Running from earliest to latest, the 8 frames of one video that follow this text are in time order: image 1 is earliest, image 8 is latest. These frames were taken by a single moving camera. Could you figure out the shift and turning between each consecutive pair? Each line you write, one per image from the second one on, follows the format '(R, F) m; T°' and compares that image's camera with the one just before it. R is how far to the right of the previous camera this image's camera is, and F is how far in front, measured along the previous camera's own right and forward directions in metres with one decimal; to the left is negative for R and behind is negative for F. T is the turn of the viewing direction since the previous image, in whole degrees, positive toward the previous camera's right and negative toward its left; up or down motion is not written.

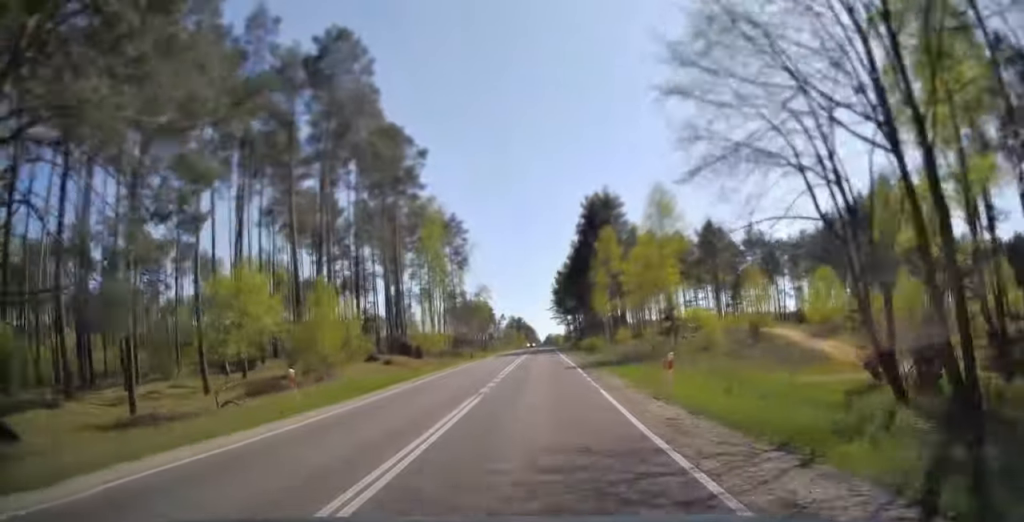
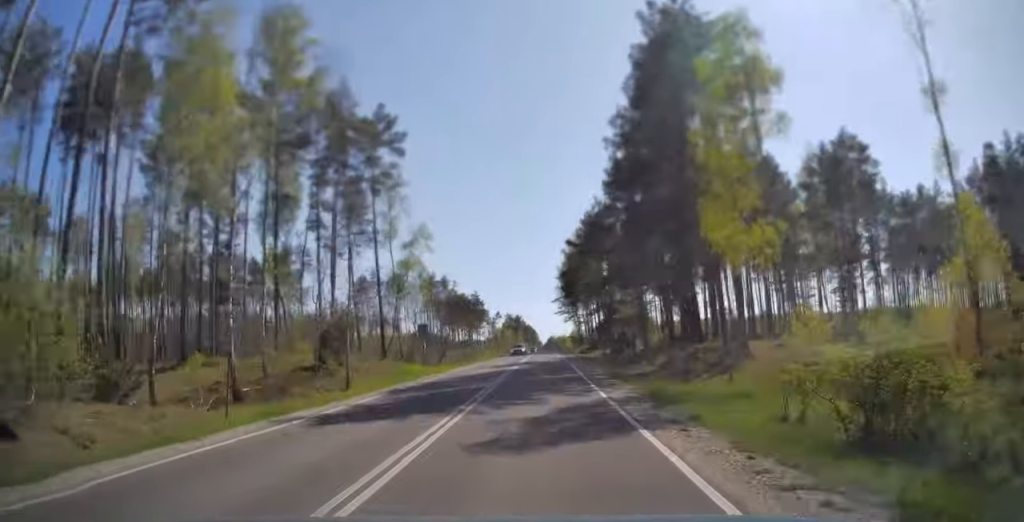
(+0.1, +43.4) m; 0°
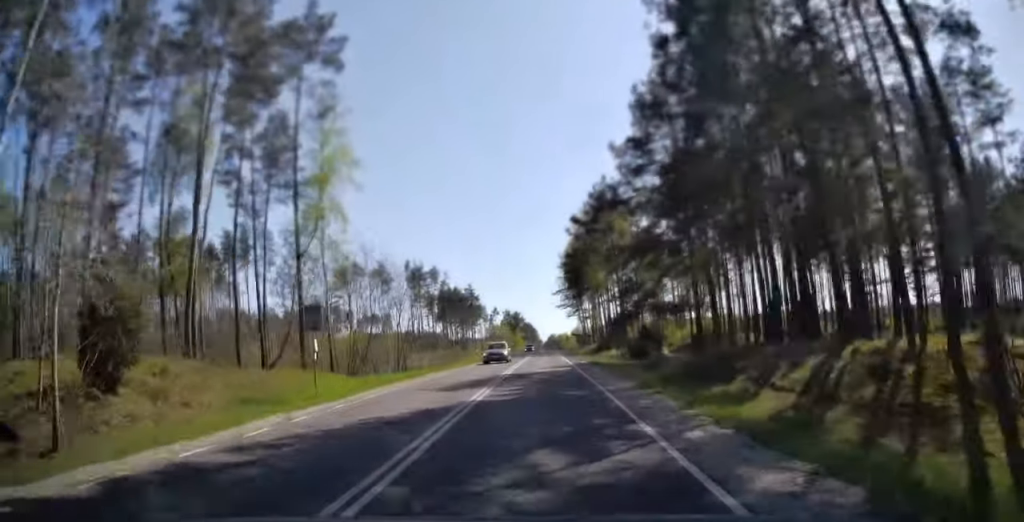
(0.0, +16.4) m; 0°
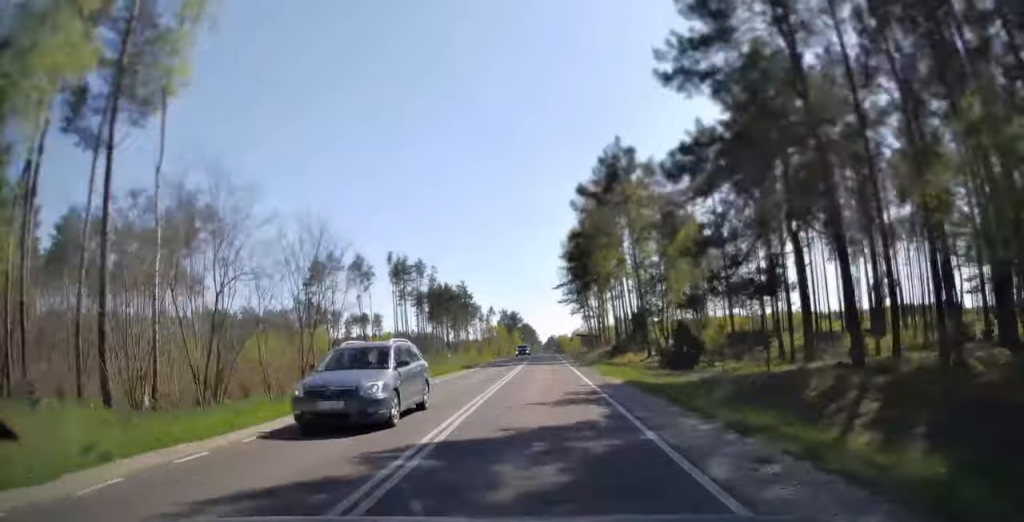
(0.0, +15.9) m; 0°
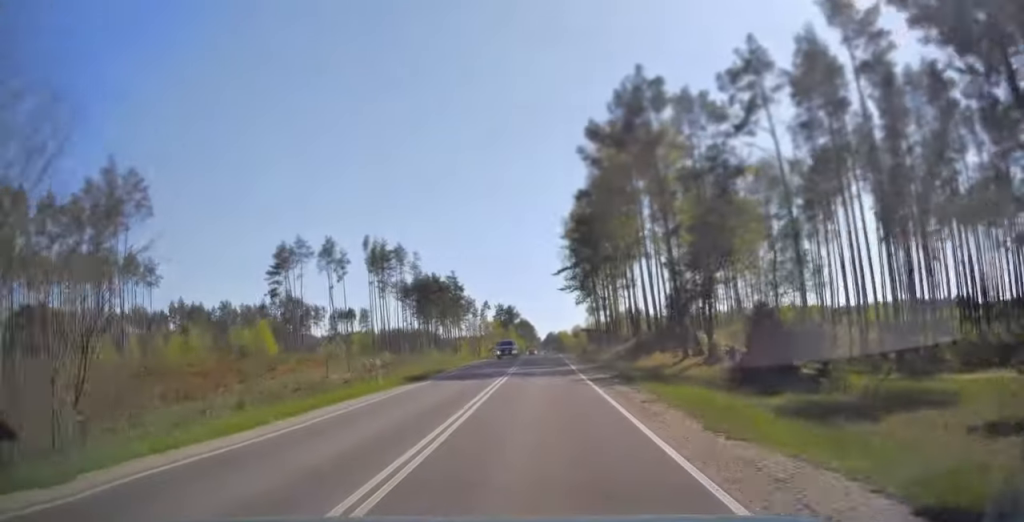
(0.0, +16.4) m; 0°
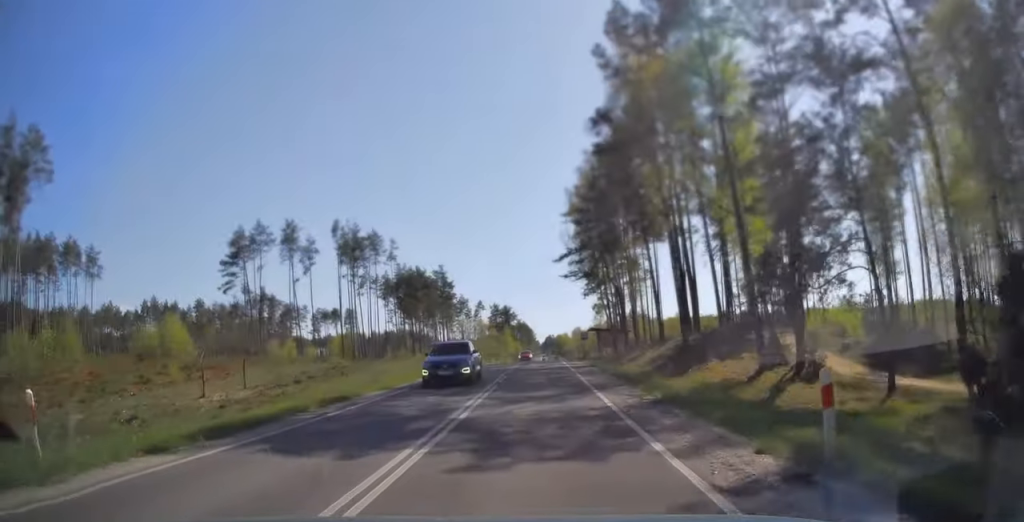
(-0.1, +16.5) m; 0°
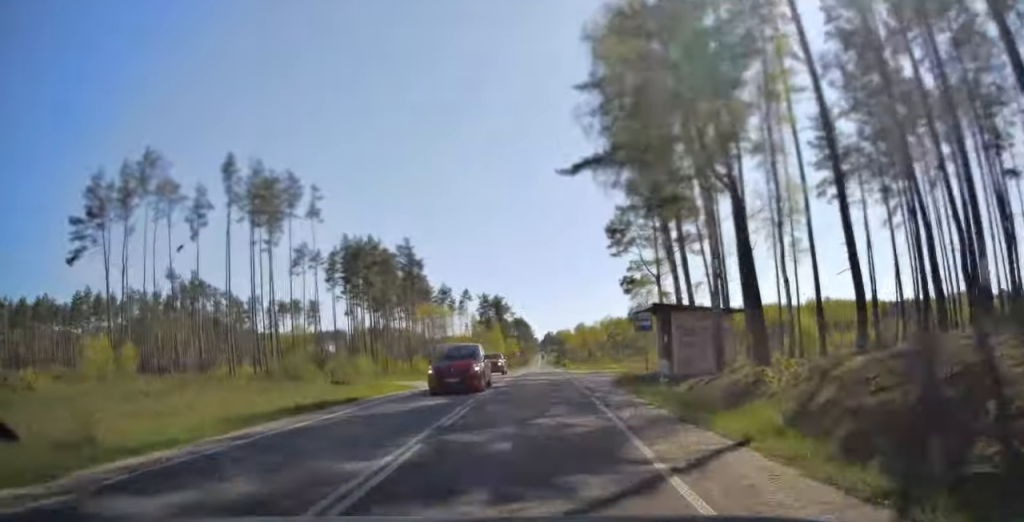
(+0.1, +34.7) m; 0°
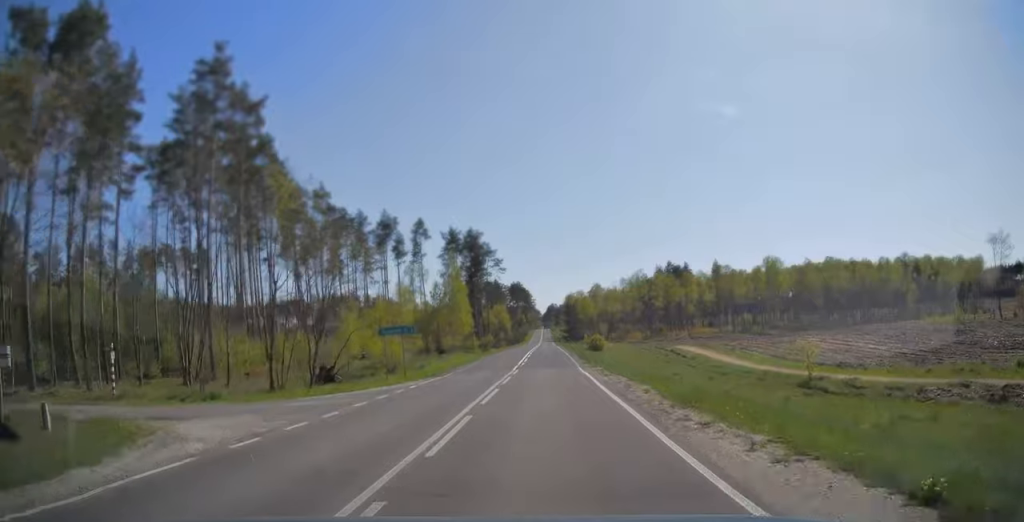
(0.0, +66.6) m; 0°
